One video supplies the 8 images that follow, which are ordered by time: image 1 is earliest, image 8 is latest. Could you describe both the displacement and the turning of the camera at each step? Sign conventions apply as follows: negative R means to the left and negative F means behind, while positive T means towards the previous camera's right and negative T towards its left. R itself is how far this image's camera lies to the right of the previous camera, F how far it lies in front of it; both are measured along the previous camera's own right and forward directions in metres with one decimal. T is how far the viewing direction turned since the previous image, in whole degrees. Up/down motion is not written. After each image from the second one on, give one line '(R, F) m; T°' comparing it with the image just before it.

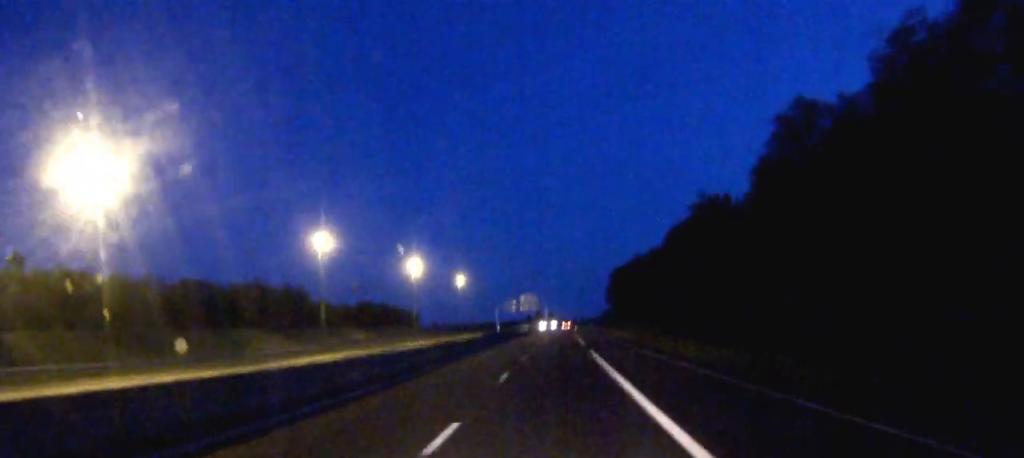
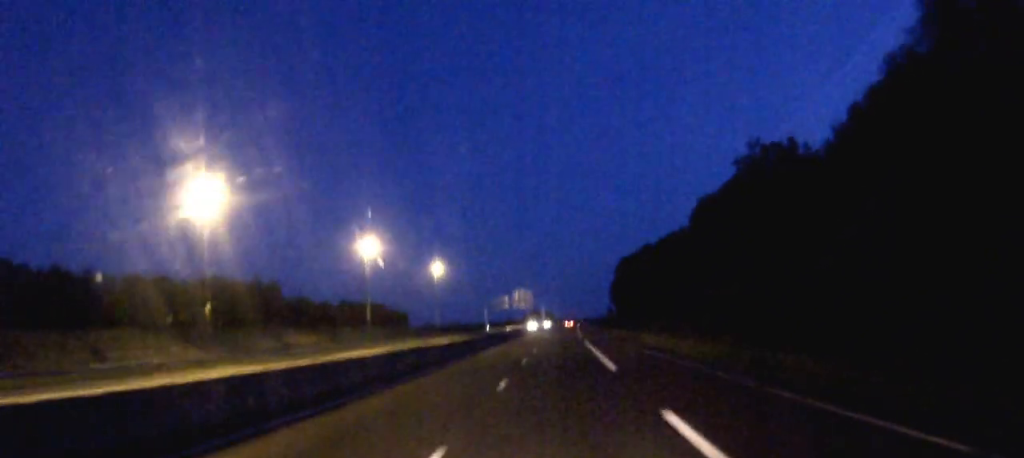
(0.0, +28.6) m; 0°
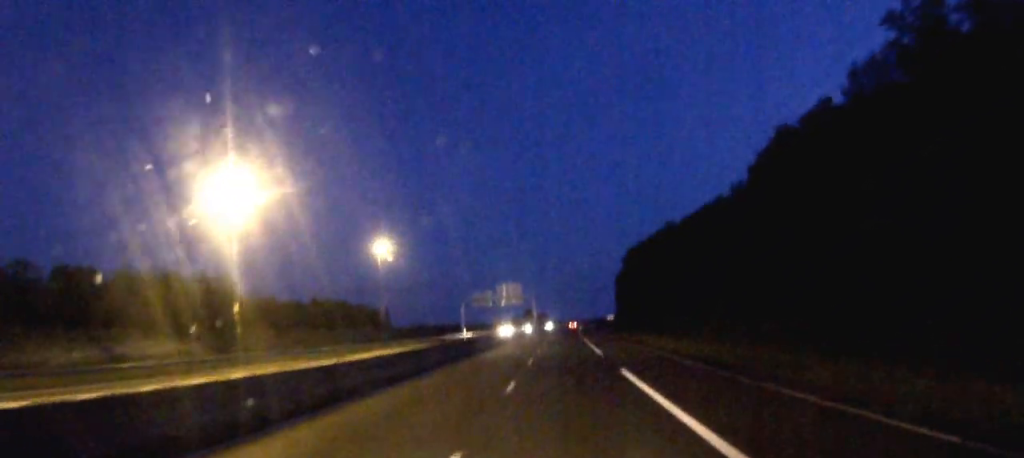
(+0.2, +39.0) m; +1°
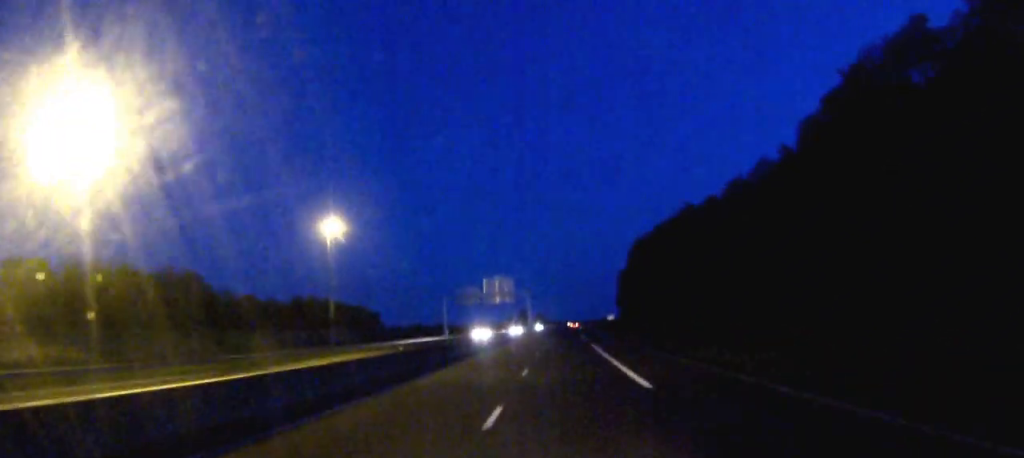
(0.0, +20.0) m; 0°
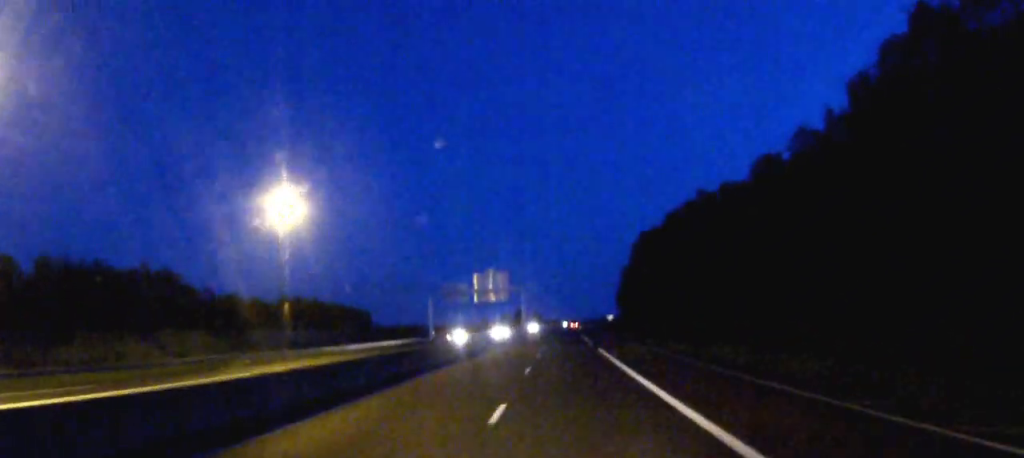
(0.0, +12.4) m; 0°
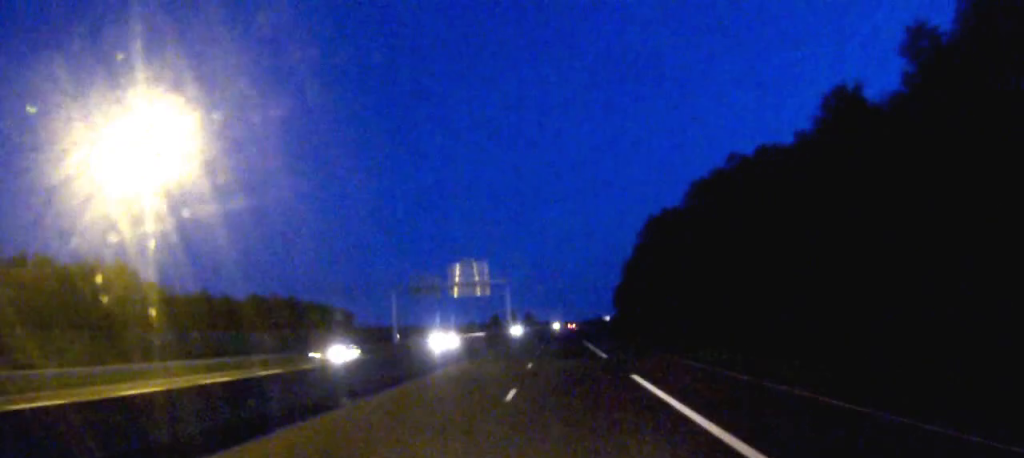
(+0.1, +21.9) m; 0°
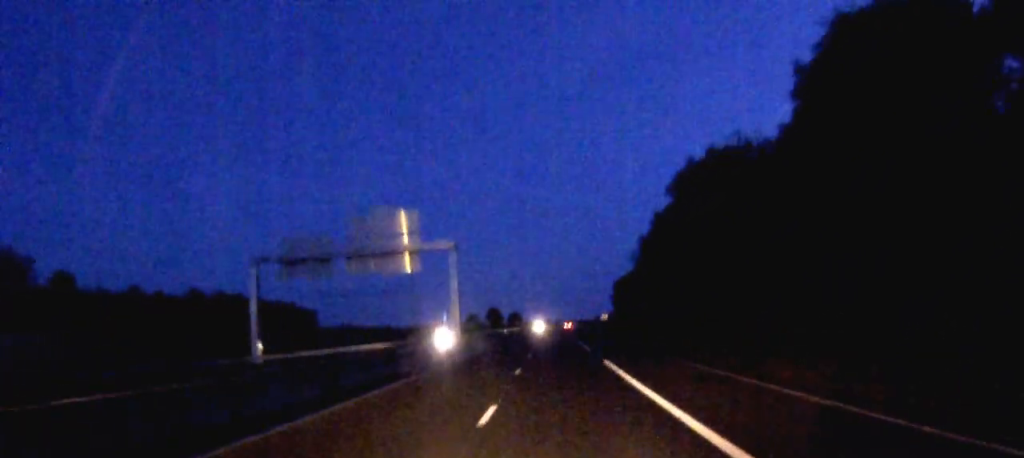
(+0.3, +42.7) m; +1°
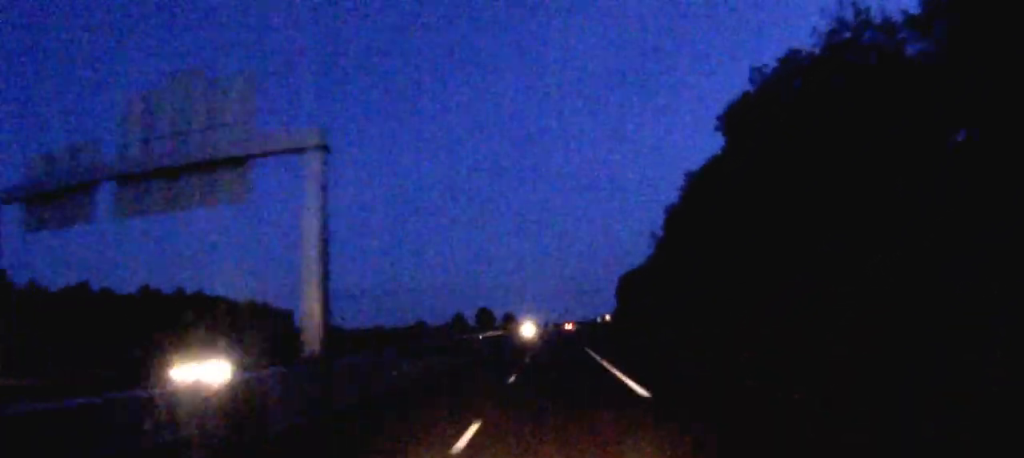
(+0.1, +28.4) m; 0°
